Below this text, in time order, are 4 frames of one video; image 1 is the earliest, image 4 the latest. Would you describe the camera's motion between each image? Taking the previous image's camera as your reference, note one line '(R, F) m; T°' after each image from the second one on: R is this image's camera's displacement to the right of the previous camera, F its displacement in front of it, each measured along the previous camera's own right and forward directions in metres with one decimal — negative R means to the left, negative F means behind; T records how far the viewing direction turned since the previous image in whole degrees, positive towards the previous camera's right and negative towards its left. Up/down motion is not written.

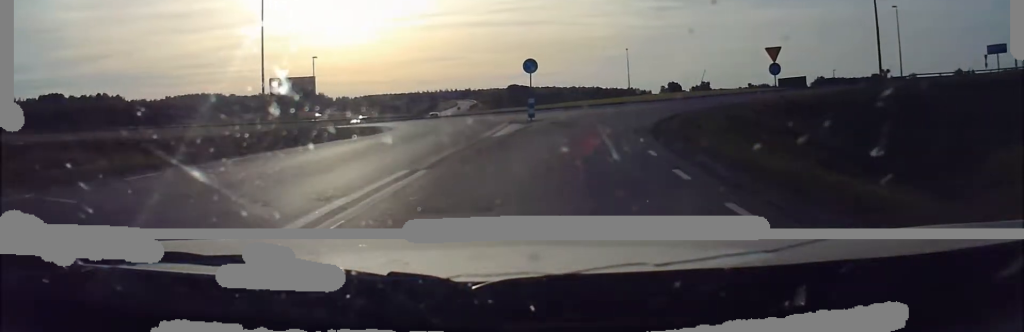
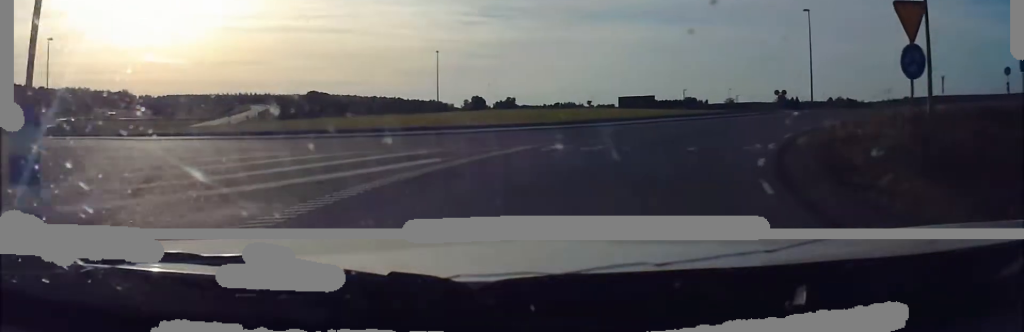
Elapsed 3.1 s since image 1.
(+1.7, +26.9) m; +5°
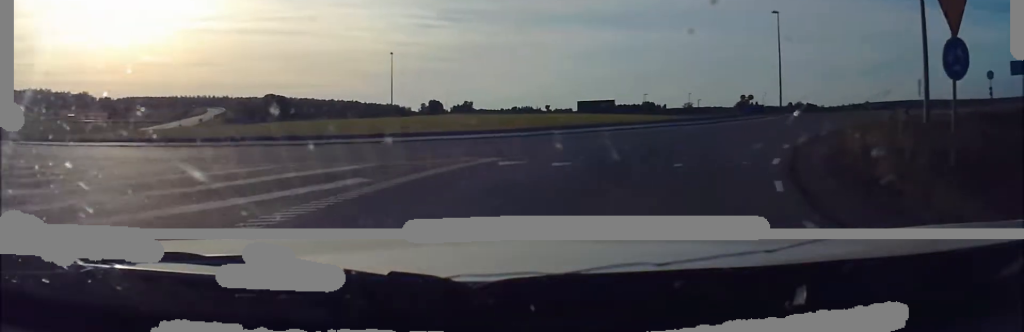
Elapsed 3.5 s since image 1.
(0.0, +3.1) m; +1°
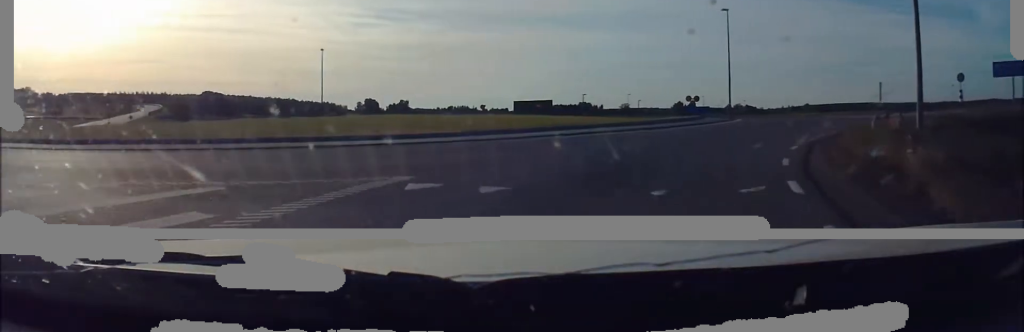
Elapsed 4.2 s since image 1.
(+0.1, +4.2) m; +2°
